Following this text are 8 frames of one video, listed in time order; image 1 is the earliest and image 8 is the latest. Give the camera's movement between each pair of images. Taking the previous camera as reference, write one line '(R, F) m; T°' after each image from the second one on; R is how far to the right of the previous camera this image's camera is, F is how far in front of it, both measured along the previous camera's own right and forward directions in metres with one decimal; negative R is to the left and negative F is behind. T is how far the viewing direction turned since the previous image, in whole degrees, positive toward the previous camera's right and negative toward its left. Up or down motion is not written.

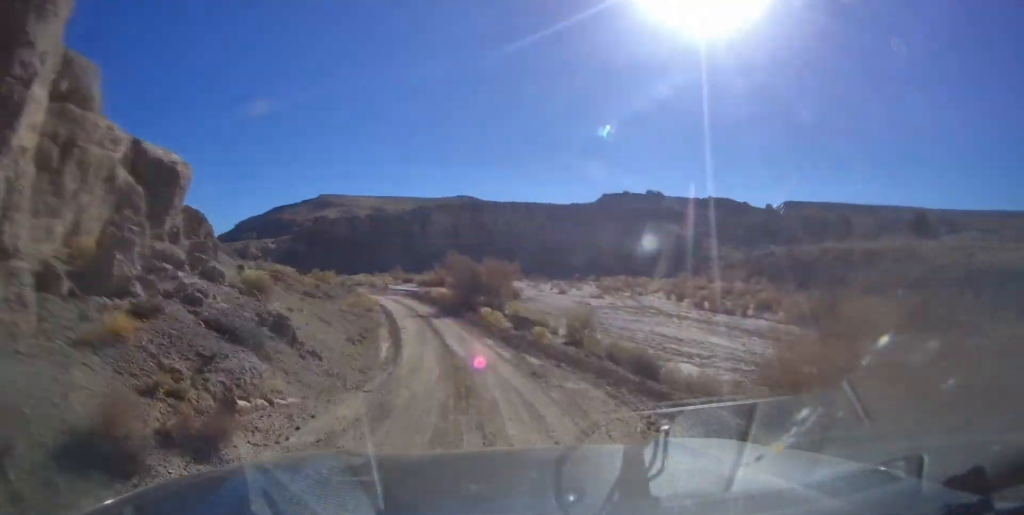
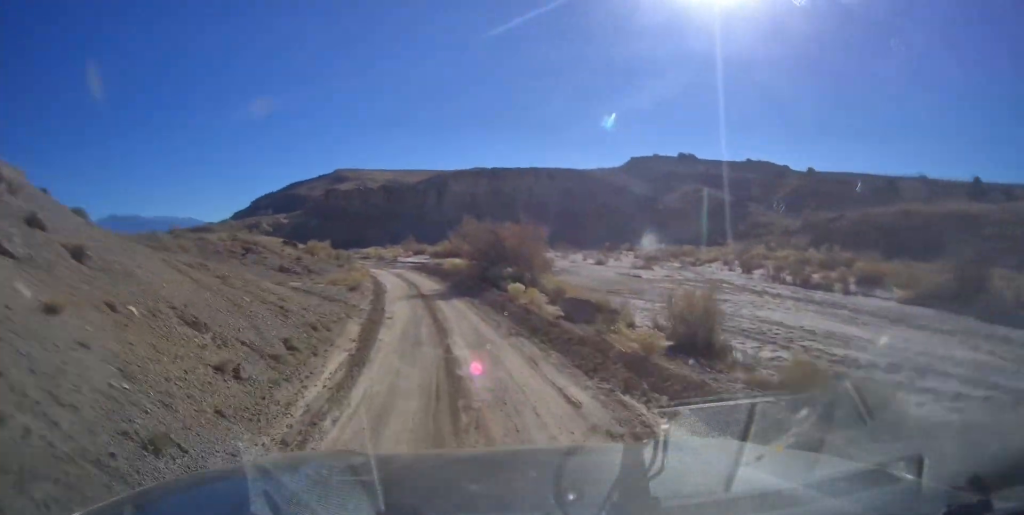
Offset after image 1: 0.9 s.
(+0.5, +10.4) m; +5°
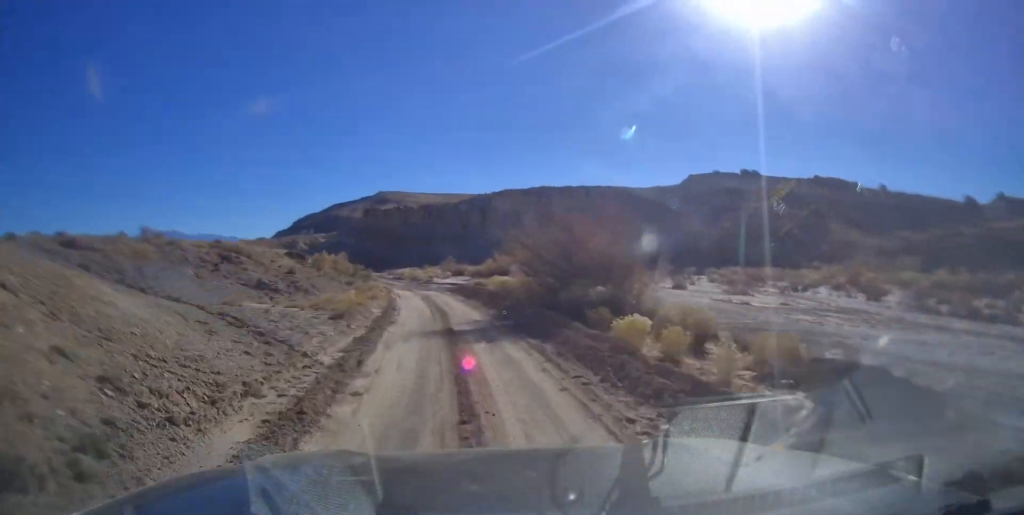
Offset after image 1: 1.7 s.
(+0.4, +10.2) m; 0°
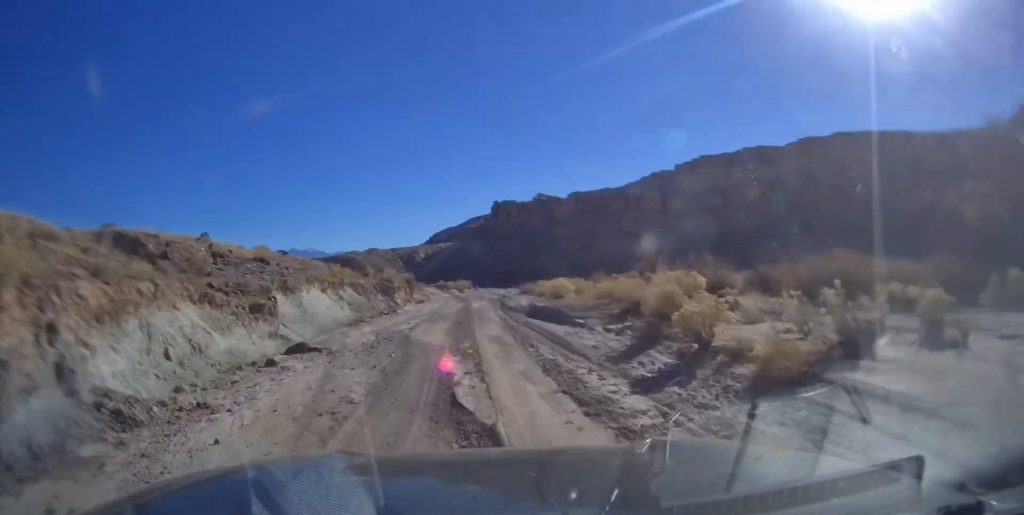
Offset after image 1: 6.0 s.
(-4.2, +57.8) m; -9°
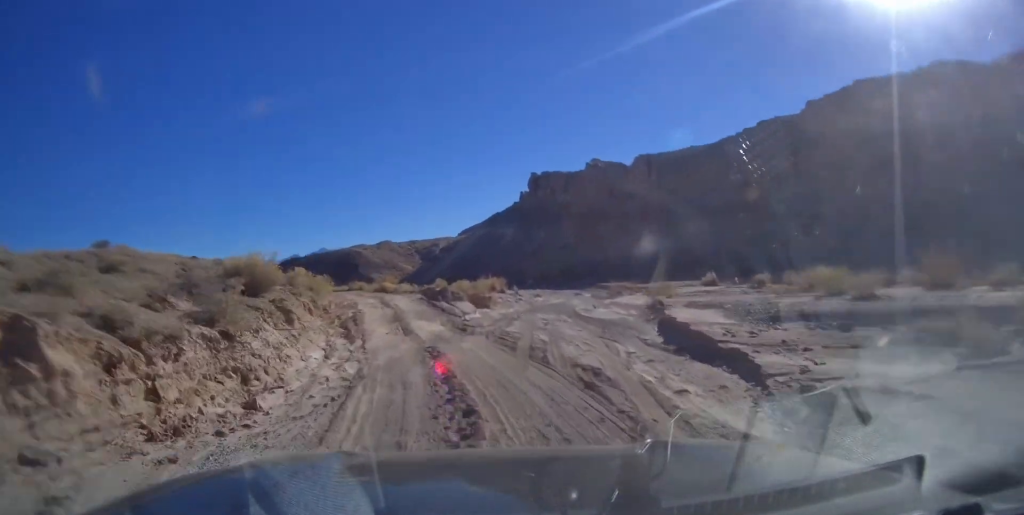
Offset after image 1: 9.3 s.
(-1.0, +44.9) m; -4°
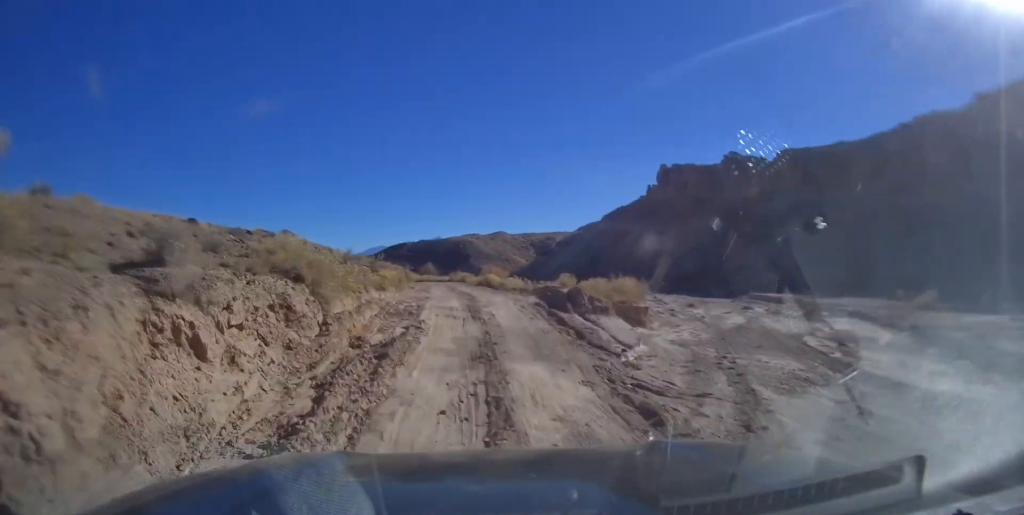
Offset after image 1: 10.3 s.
(-0.3, +13.3) m; -3°
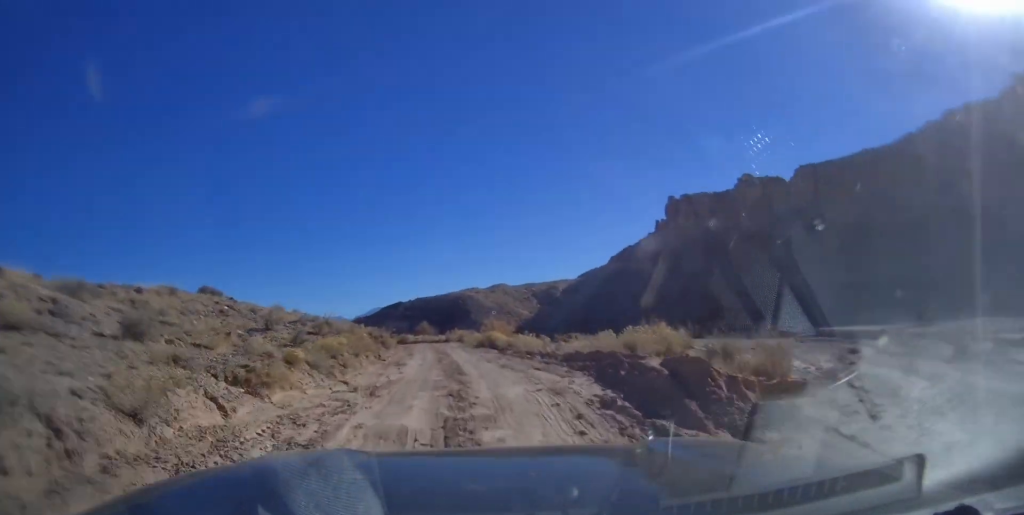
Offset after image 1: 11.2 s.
(-0.1, +12.3) m; -3°
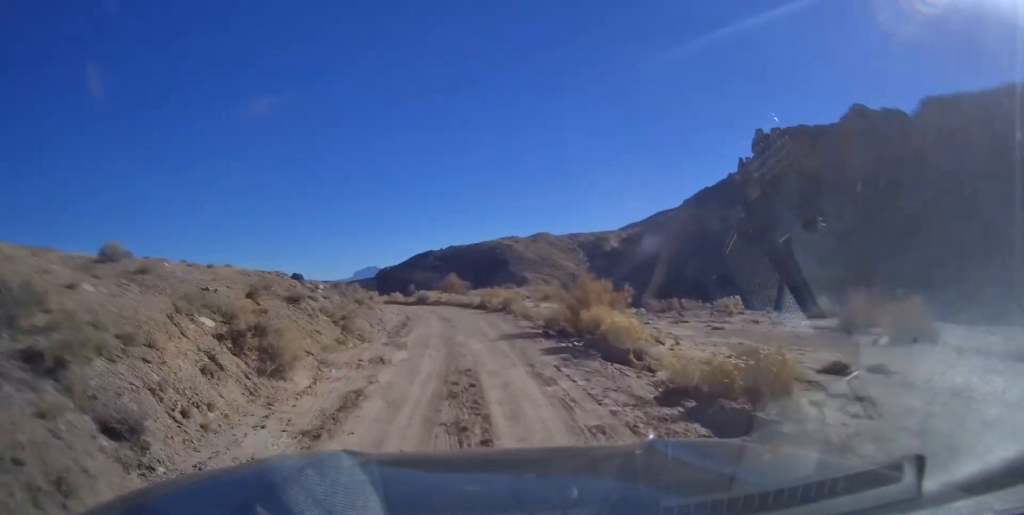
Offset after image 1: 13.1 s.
(-1.3, +25.1) m; -8°
